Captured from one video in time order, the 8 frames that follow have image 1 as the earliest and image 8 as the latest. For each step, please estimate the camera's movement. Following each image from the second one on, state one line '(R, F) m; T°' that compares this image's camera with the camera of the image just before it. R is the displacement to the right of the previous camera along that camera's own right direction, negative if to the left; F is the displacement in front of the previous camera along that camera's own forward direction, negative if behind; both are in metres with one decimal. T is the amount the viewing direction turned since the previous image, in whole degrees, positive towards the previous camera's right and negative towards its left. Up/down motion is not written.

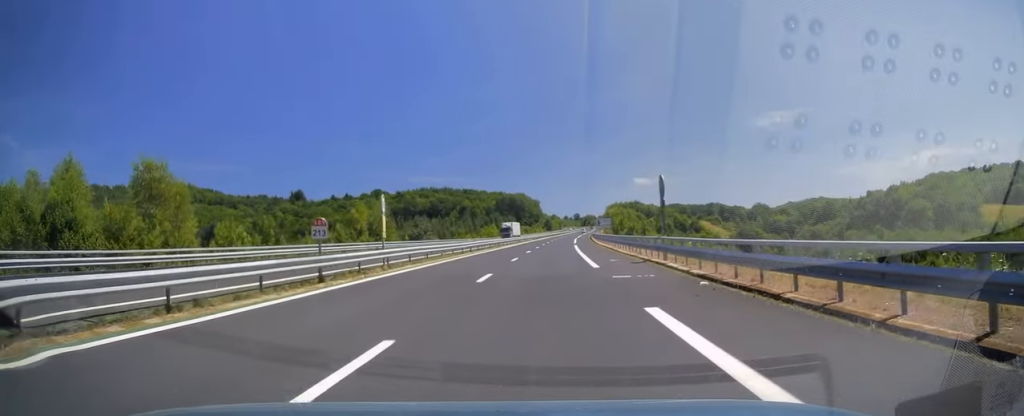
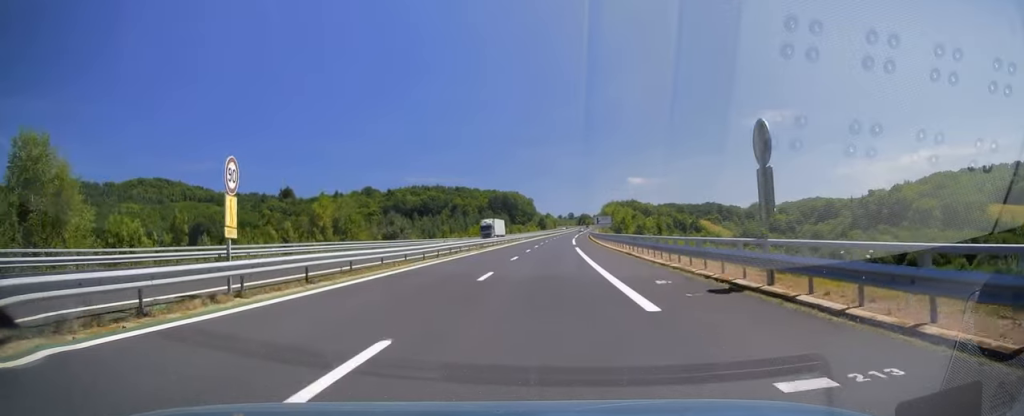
(+0.1, +12.9) m; 0°
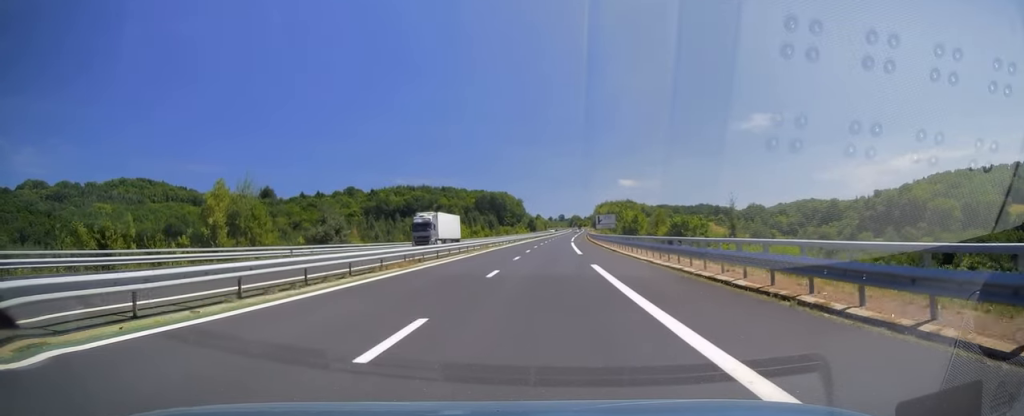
(+0.1, +24.2) m; +1°
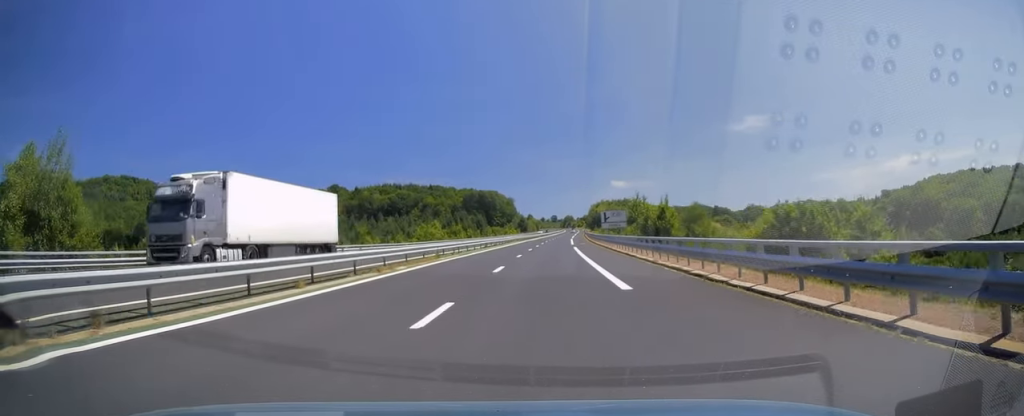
(+0.2, +23.7) m; +1°
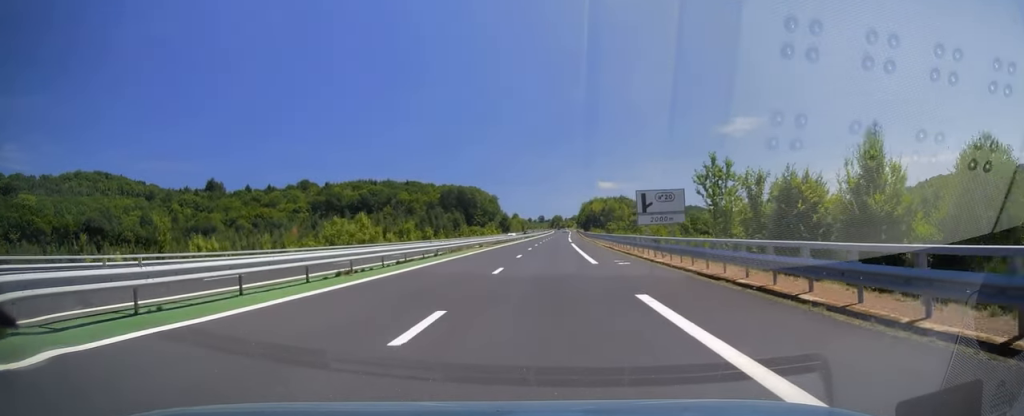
(+0.4, +40.3) m; +1°
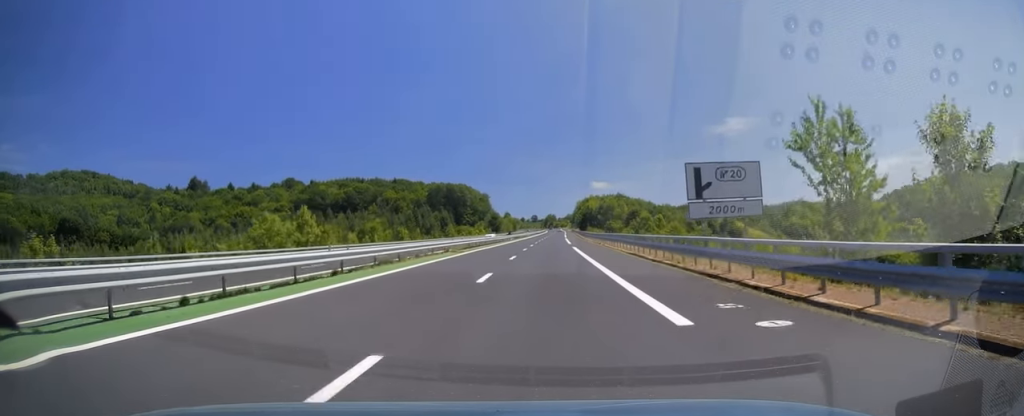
(+0.1, +16.7) m; 0°
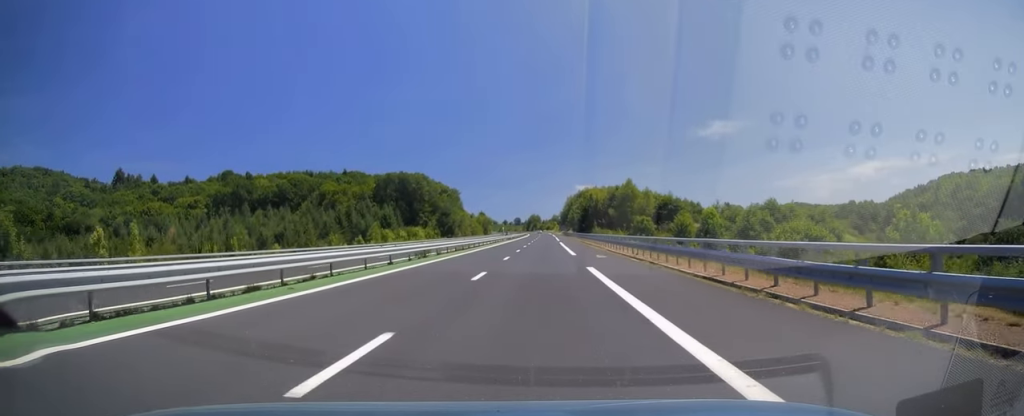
(+1.7, +76.0) m; +2°
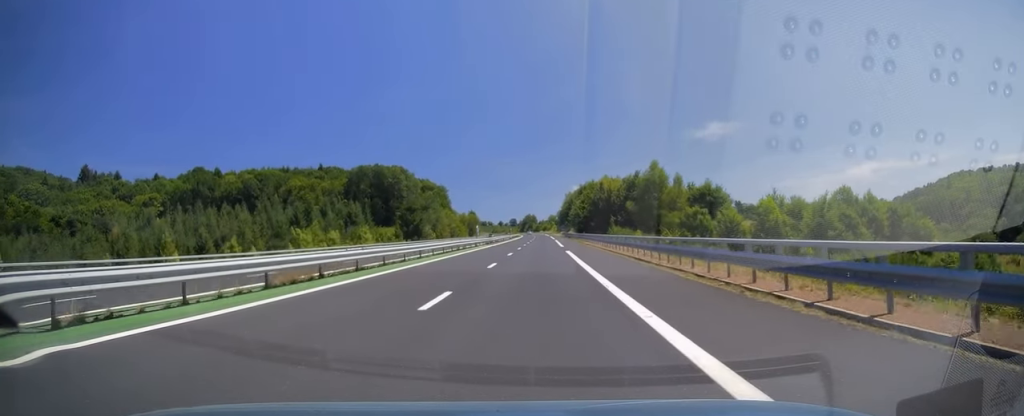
(0.0, +32.9) m; 0°
